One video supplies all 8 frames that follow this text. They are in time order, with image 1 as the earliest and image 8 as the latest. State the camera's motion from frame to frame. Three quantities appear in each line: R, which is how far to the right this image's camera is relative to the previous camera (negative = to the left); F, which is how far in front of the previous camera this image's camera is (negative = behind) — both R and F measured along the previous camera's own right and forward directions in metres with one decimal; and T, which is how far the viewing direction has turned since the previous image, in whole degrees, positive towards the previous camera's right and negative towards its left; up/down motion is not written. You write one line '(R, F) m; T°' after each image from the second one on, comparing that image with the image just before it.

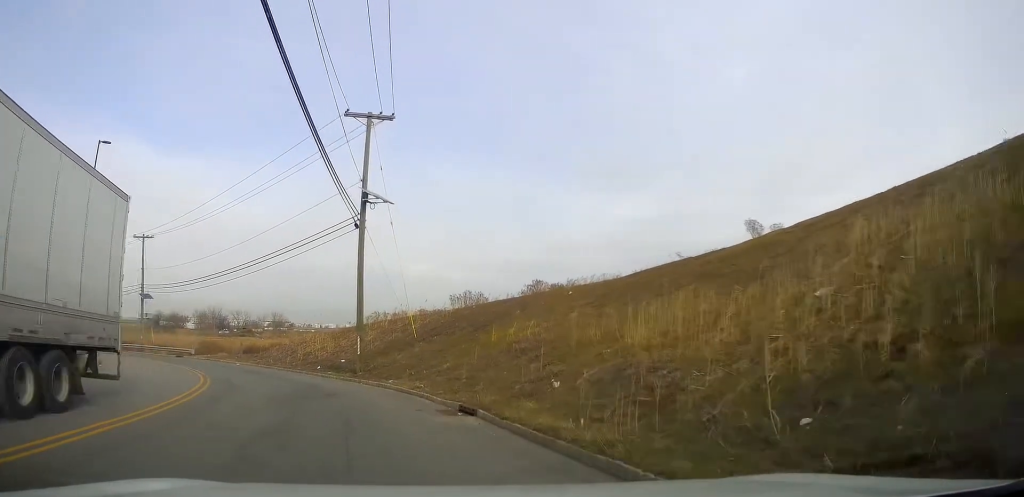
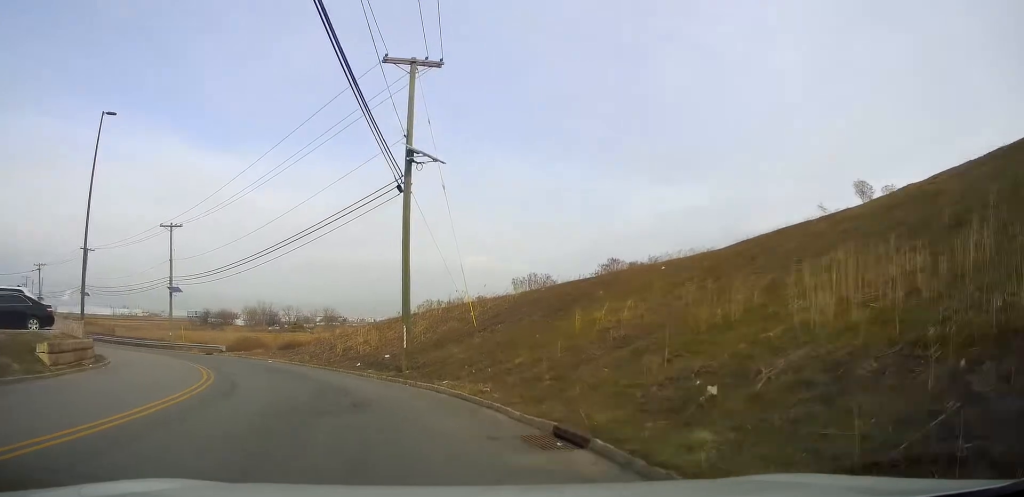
(-0.2, +4.7) m; -6°
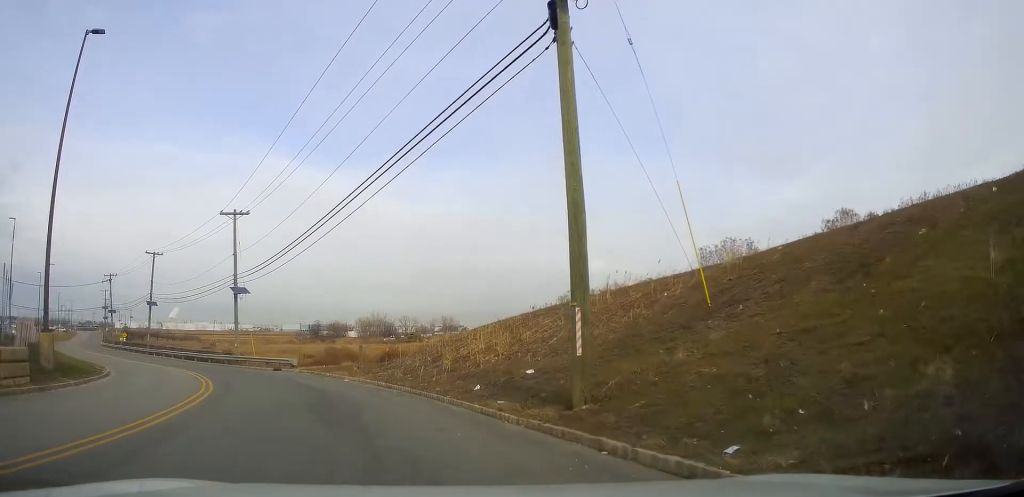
(-0.6, +11.2) m; -8°
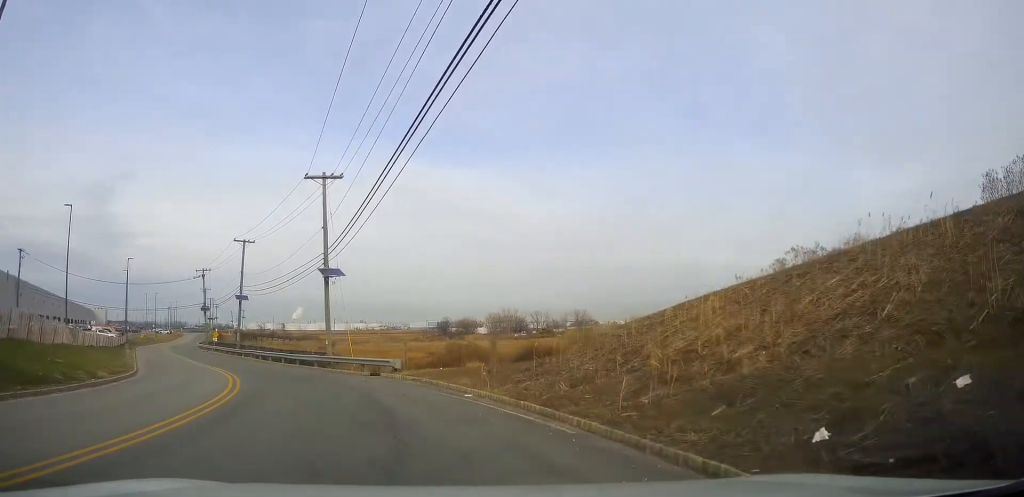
(-1.4, +9.7) m; -16°
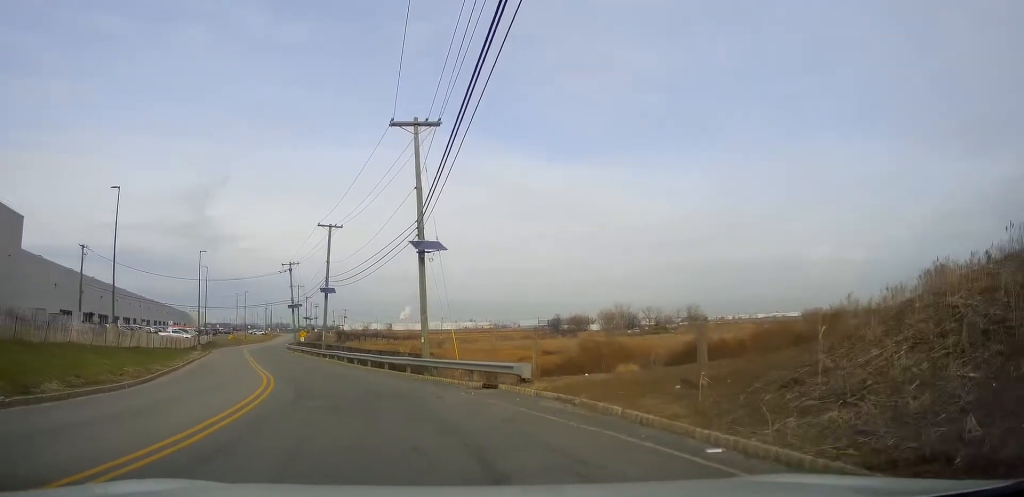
(-1.1, +8.6) m; -11°
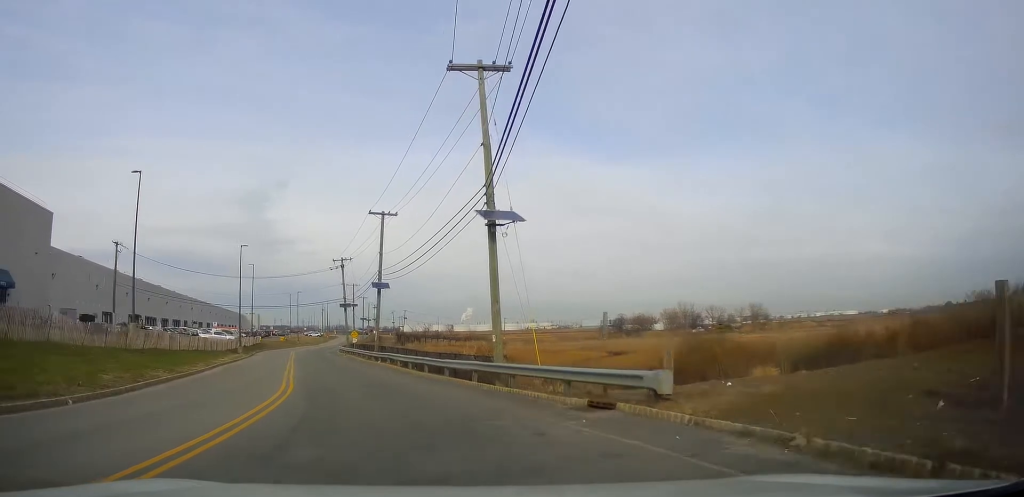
(-0.2, +5.8) m; -4°
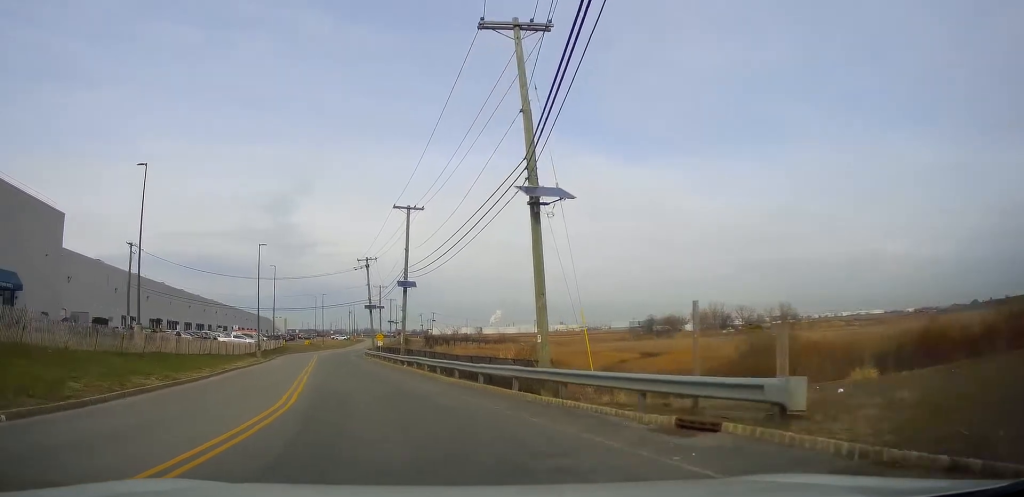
(+0.3, +3.3) m; -3°
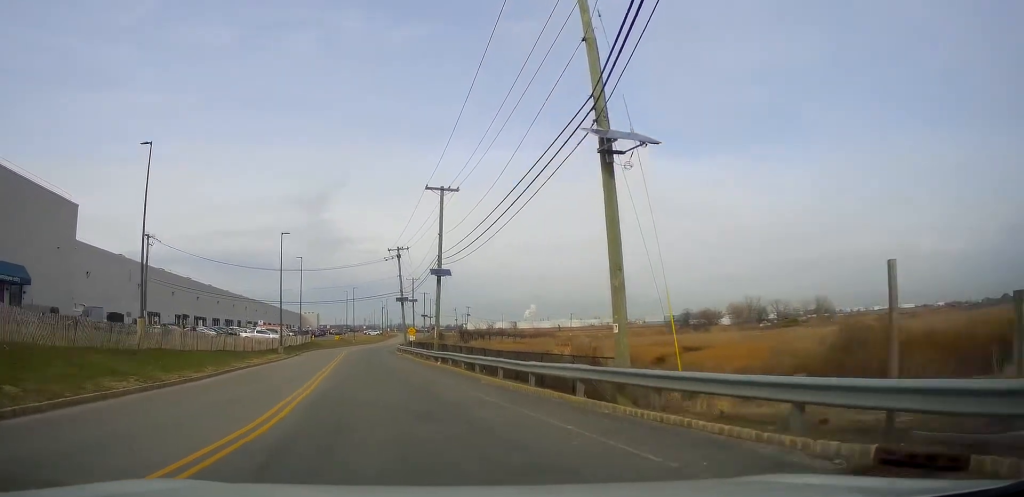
(-0.4, +3.9) m; -3°
